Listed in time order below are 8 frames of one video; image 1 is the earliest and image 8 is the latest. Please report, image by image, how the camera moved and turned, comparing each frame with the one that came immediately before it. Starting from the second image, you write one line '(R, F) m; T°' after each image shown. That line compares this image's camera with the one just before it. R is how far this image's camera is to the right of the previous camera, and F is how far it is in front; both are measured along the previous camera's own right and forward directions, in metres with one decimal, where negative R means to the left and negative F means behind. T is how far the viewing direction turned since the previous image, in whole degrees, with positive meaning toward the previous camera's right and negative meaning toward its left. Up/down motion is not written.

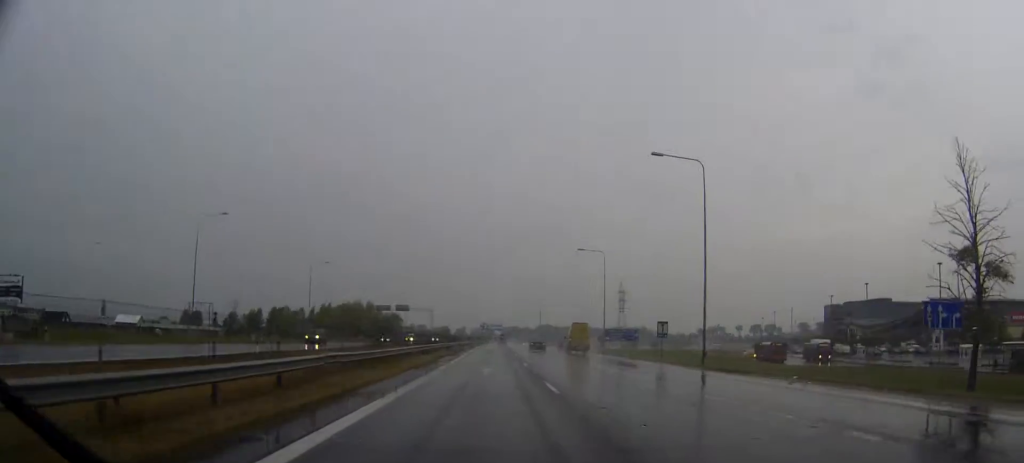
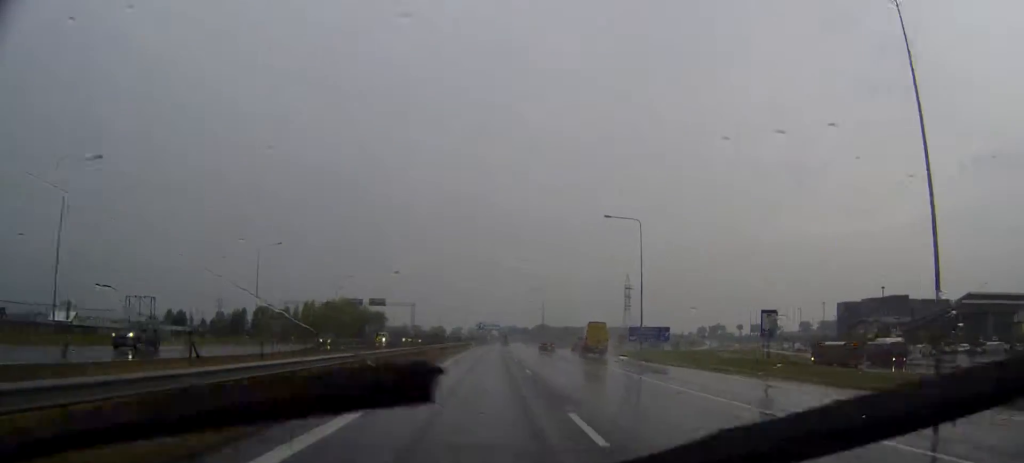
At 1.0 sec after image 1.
(+0.1, +24.8) m; 0°
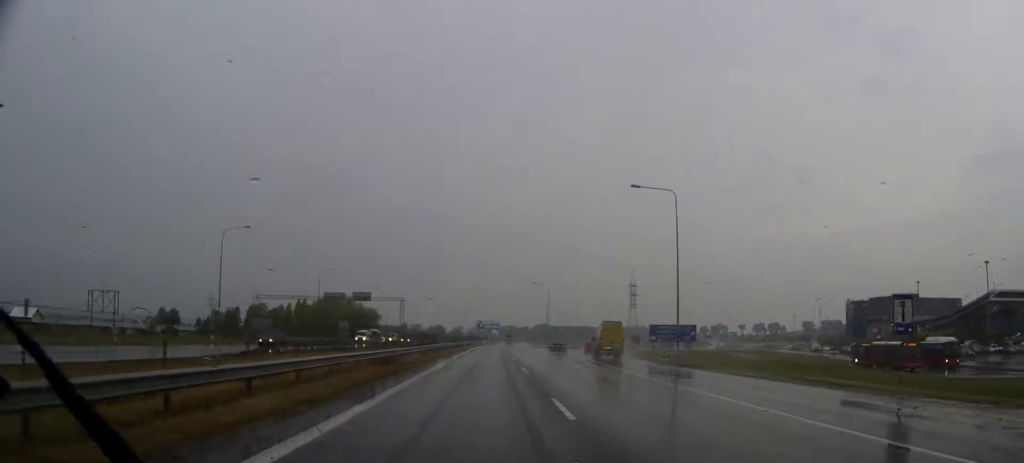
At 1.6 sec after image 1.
(0.0, +12.9) m; 0°
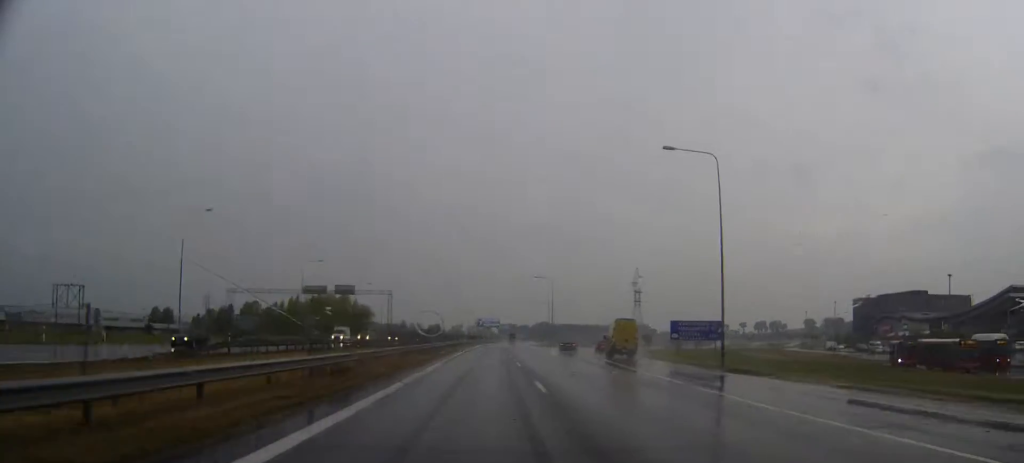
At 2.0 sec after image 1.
(0.0, +10.5) m; 0°
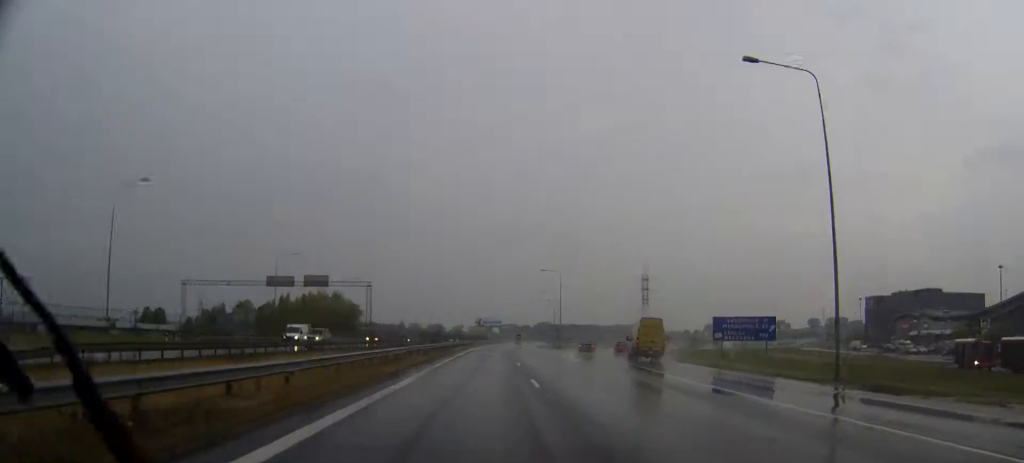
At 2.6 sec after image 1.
(0.0, +14.5) m; 0°
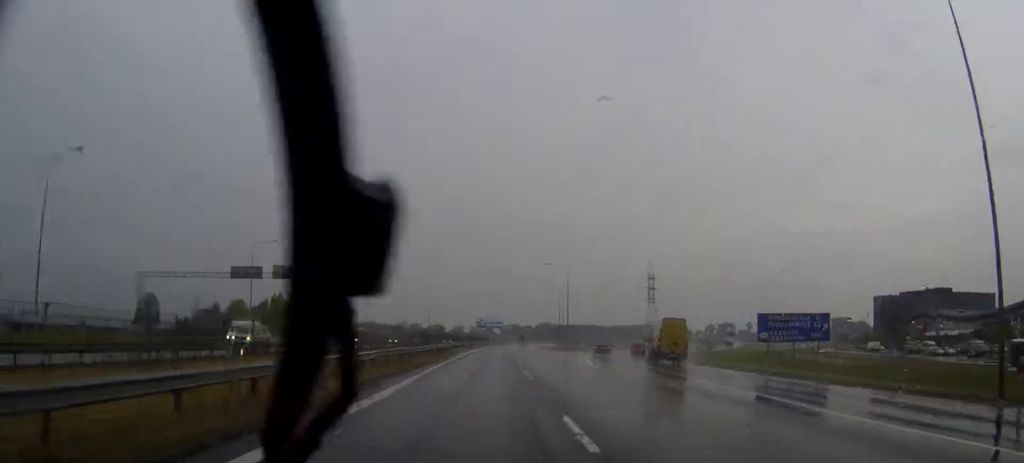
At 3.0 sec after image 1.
(0.0, +10.5) m; 0°
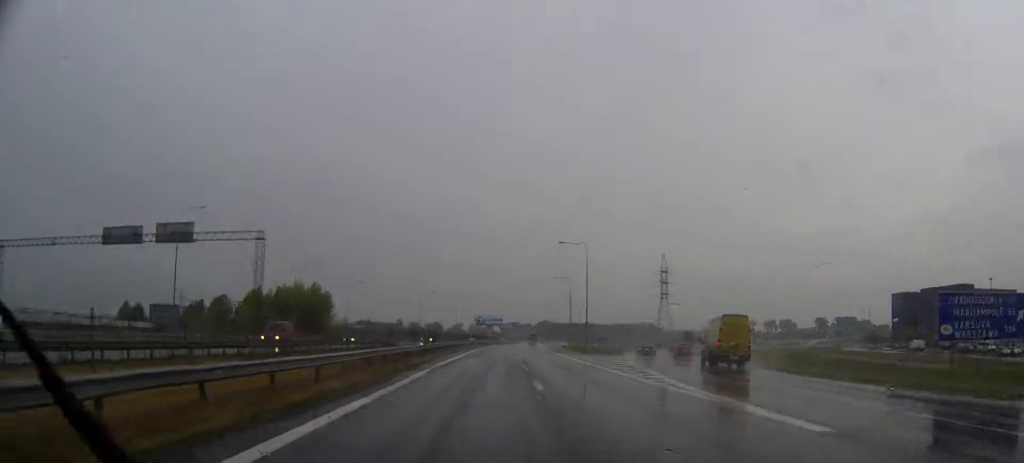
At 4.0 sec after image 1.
(0.0, +22.4) m; 0°
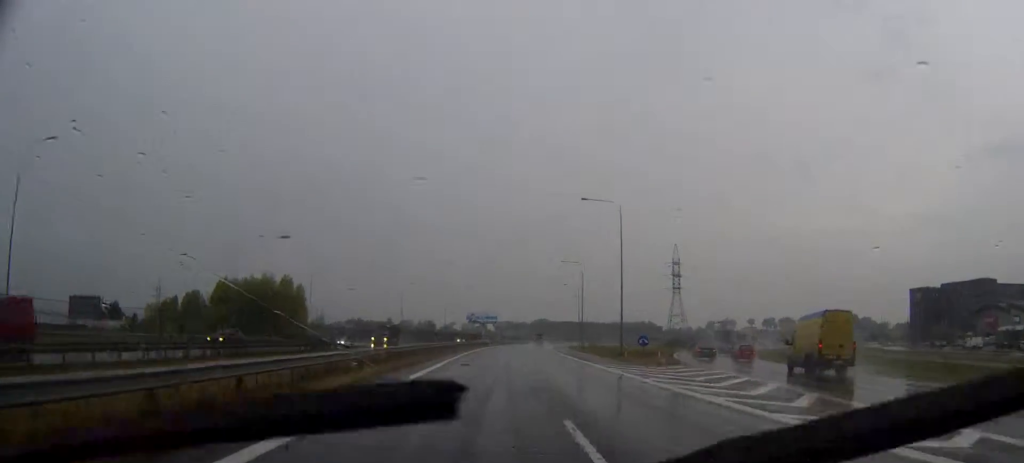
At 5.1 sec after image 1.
(+0.1, +26.3) m; +1°
